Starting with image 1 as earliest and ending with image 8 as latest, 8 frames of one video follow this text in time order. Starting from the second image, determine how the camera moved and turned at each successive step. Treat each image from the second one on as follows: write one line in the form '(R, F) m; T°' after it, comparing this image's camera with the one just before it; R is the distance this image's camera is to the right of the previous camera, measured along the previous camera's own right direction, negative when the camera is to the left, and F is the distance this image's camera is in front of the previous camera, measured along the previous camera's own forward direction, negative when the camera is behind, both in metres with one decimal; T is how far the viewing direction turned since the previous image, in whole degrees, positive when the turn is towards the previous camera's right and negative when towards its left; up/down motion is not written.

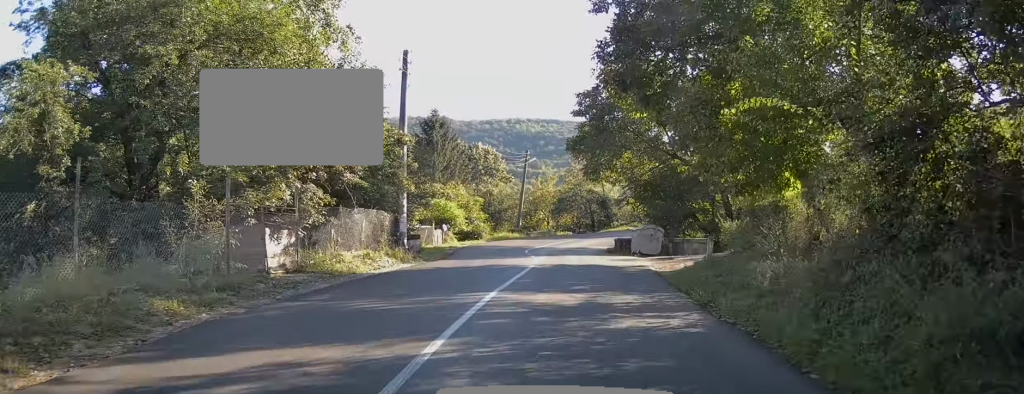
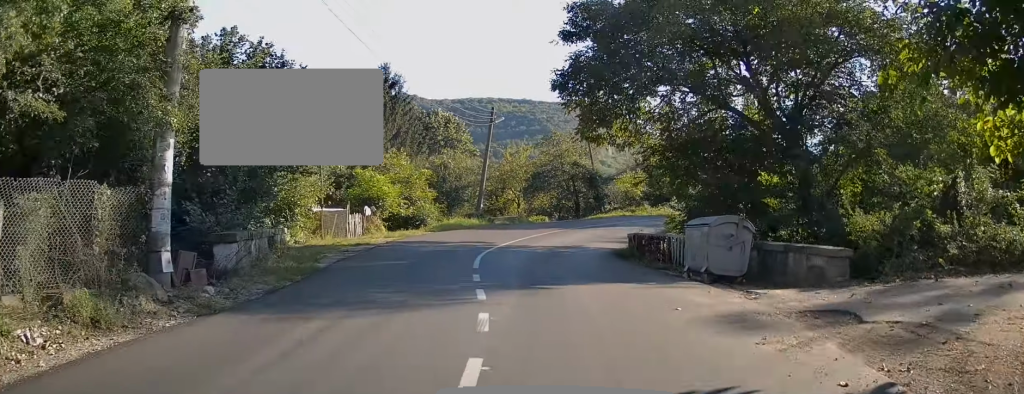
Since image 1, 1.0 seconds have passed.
(+0.3, +13.1) m; +3°
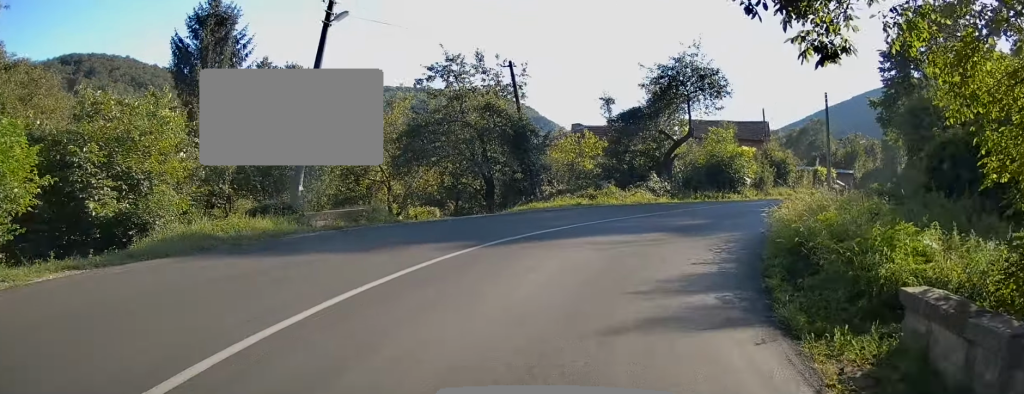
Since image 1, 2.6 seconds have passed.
(+1.4, +19.7) m; +12°
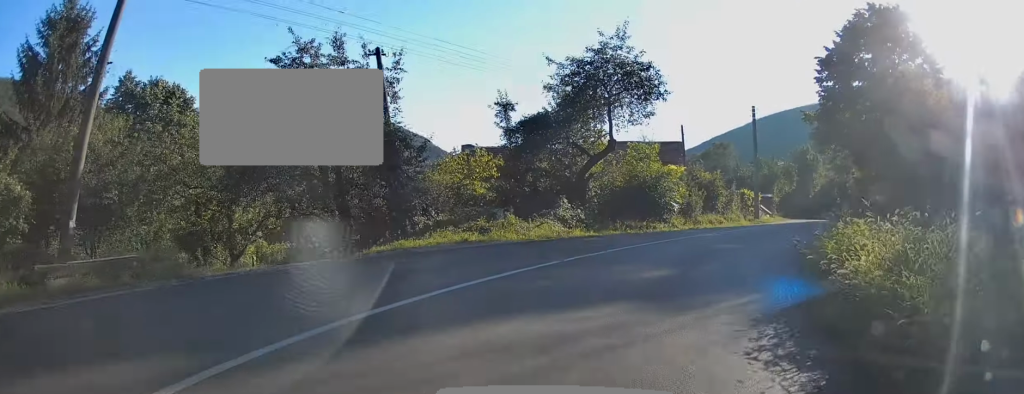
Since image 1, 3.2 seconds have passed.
(0.0, +6.4) m; +7°
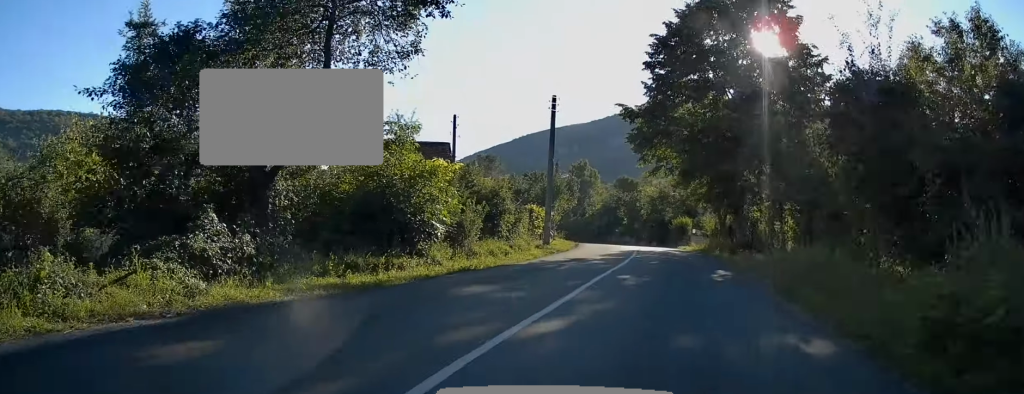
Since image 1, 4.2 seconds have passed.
(+1.6, +11.4) m; +14°
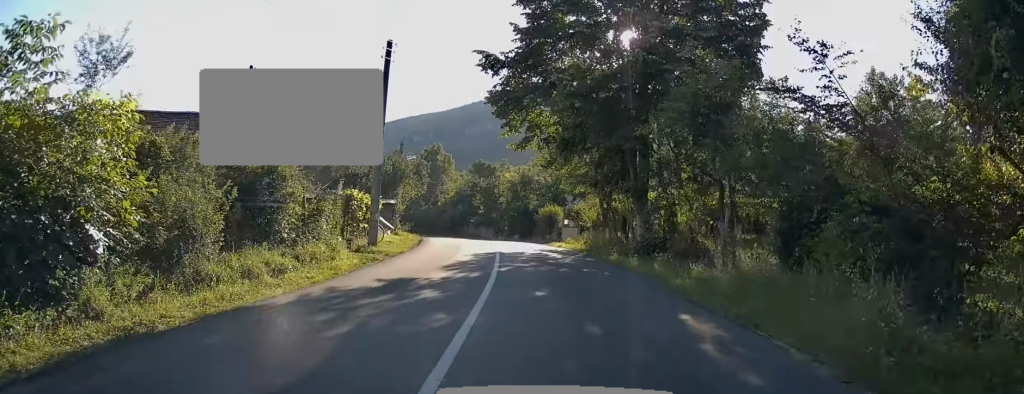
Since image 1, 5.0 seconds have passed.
(+0.9, +9.3) m; +9°
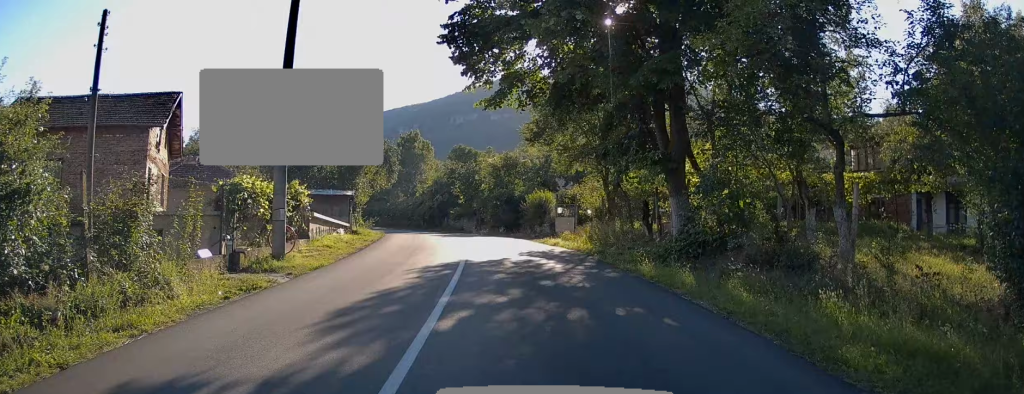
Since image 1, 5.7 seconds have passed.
(+0.6, +8.0) m; +4°
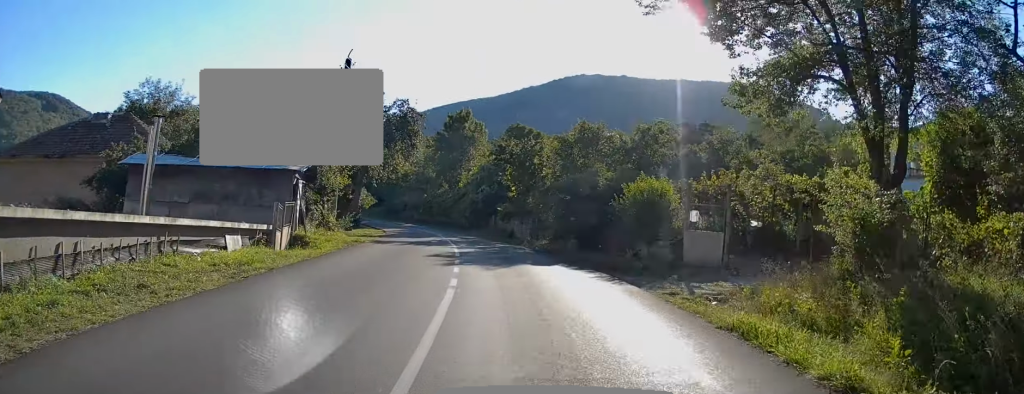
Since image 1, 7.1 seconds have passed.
(+0.7, +17.7) m; +1°
